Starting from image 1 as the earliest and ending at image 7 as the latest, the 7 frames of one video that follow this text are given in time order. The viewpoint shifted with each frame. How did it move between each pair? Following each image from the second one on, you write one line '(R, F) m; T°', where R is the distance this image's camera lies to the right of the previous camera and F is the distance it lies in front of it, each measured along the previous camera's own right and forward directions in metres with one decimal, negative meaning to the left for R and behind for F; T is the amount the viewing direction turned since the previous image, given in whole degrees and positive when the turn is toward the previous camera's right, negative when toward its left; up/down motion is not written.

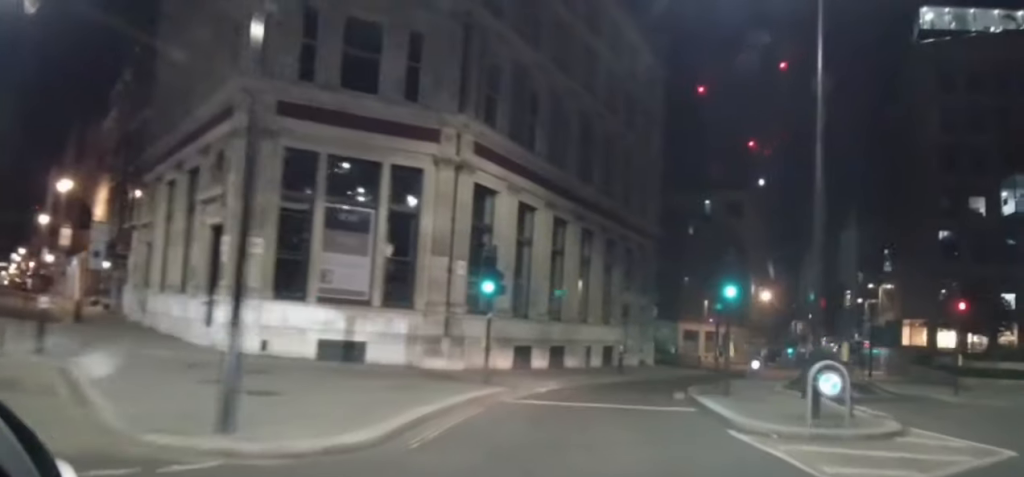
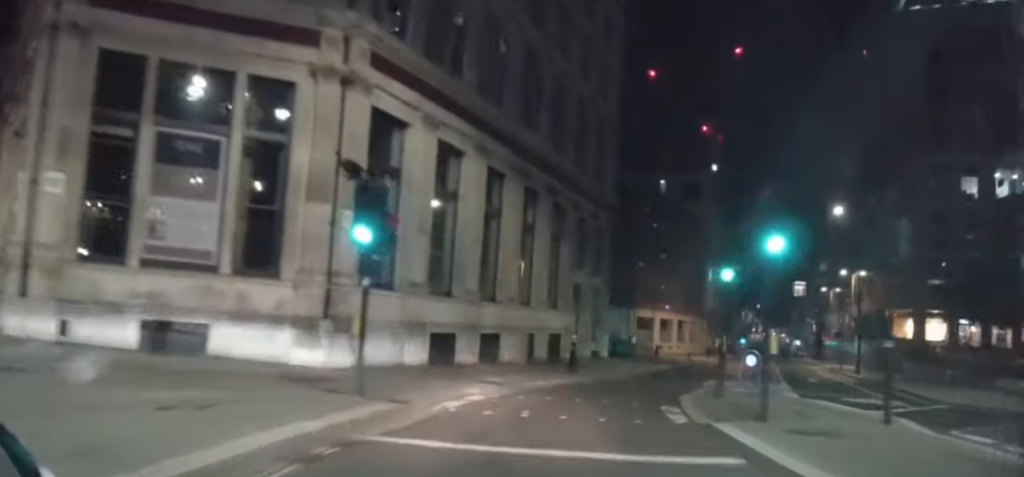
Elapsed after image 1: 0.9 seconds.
(+0.2, +6.9) m; +6°
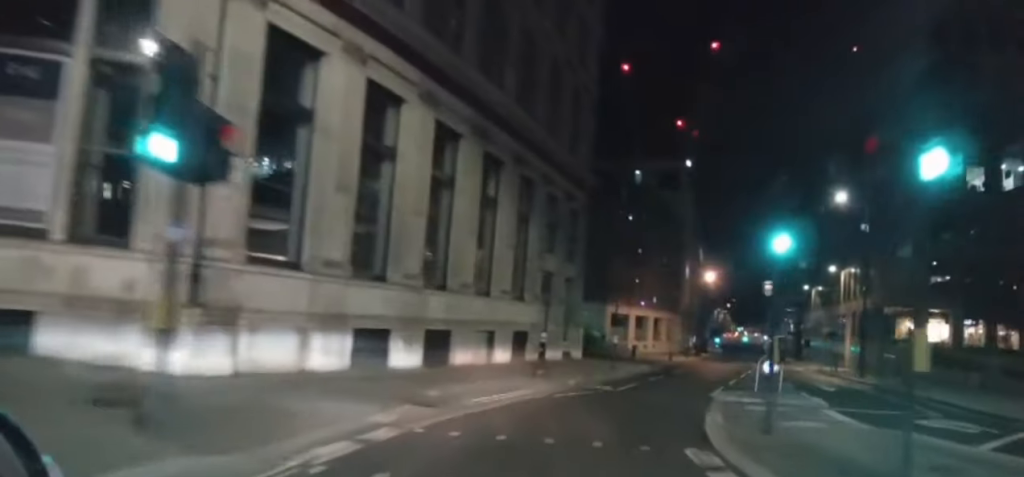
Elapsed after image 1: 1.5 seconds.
(-0.3, +4.8) m; +6°
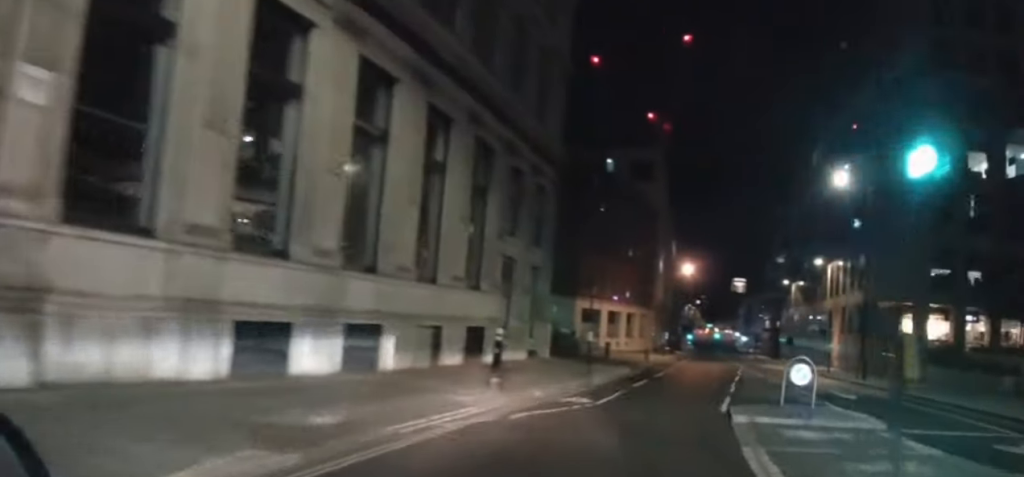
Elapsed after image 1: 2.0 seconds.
(+0.7, +4.3) m; +4°
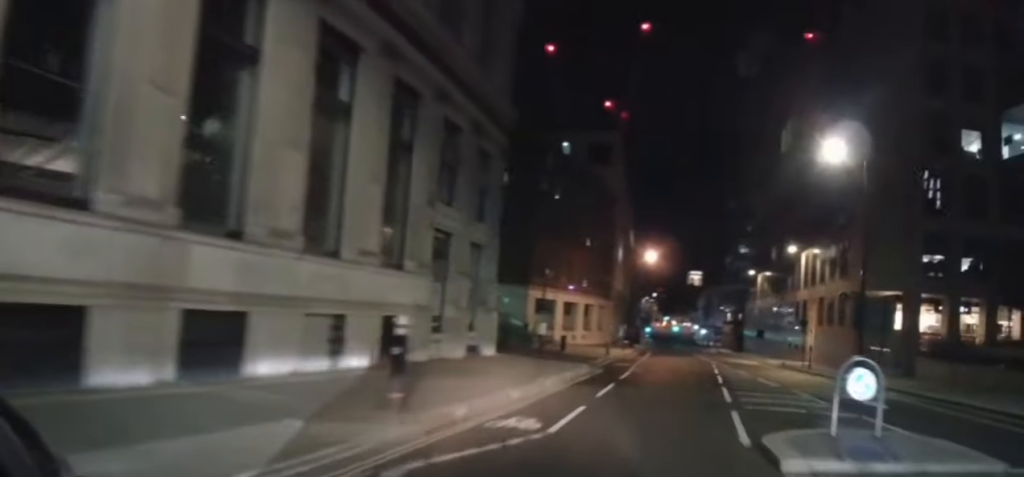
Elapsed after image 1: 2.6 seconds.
(+0.3, +4.7) m; +3°
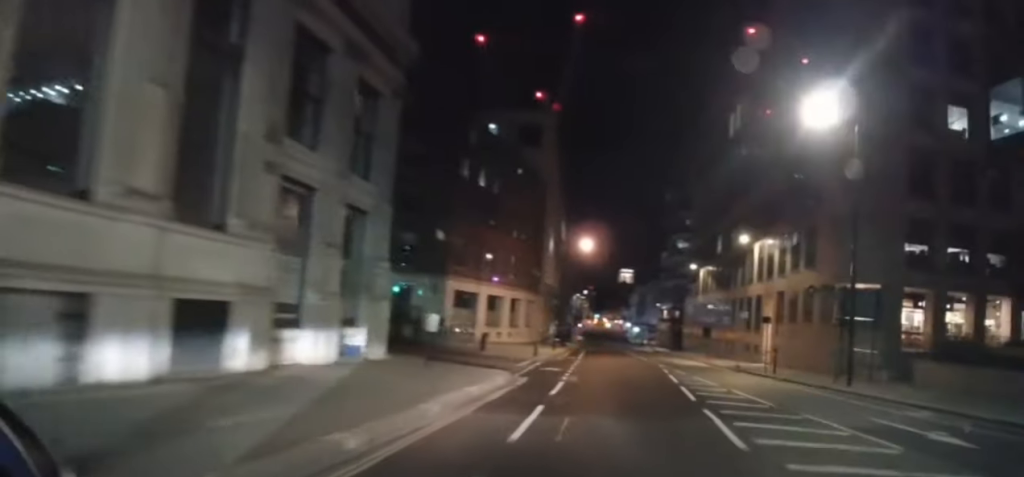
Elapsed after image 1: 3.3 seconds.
(-0.1, +6.5) m; -1°
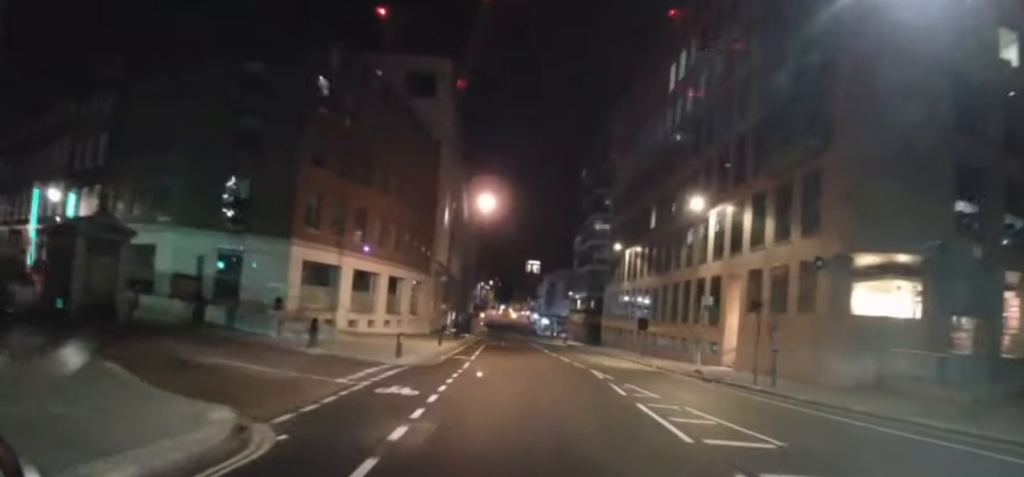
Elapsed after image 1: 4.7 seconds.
(+0.3, +13.4) m; +5°
